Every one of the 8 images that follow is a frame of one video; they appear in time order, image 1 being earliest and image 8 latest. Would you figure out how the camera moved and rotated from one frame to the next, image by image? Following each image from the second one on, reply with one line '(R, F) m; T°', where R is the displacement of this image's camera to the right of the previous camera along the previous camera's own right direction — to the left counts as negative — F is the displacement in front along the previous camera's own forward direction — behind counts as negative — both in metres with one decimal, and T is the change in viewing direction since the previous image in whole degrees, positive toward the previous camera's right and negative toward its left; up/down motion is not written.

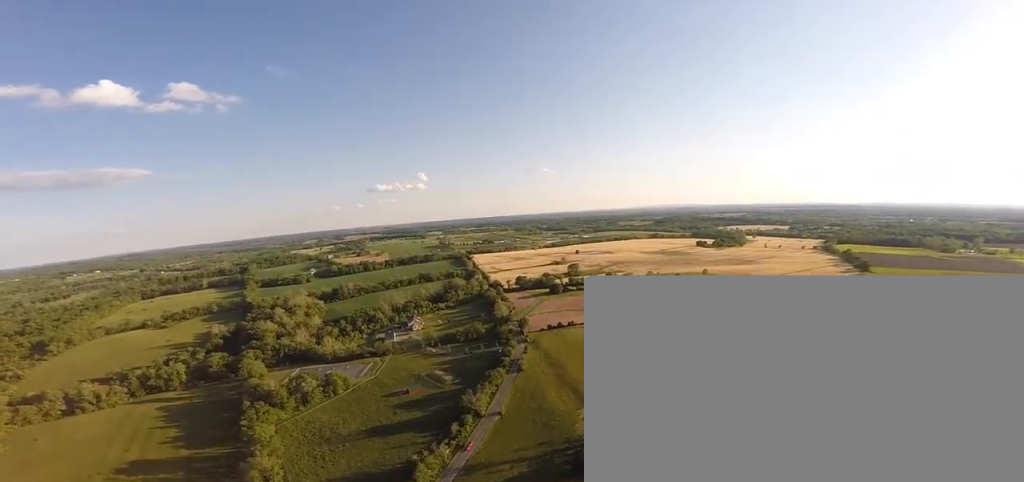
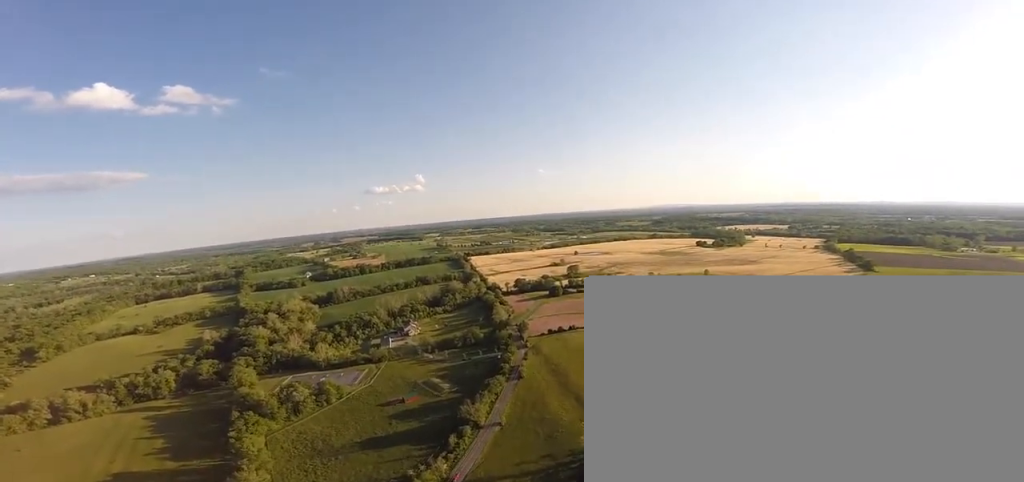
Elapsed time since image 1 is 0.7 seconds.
(0.0, +8.1) m; 0°
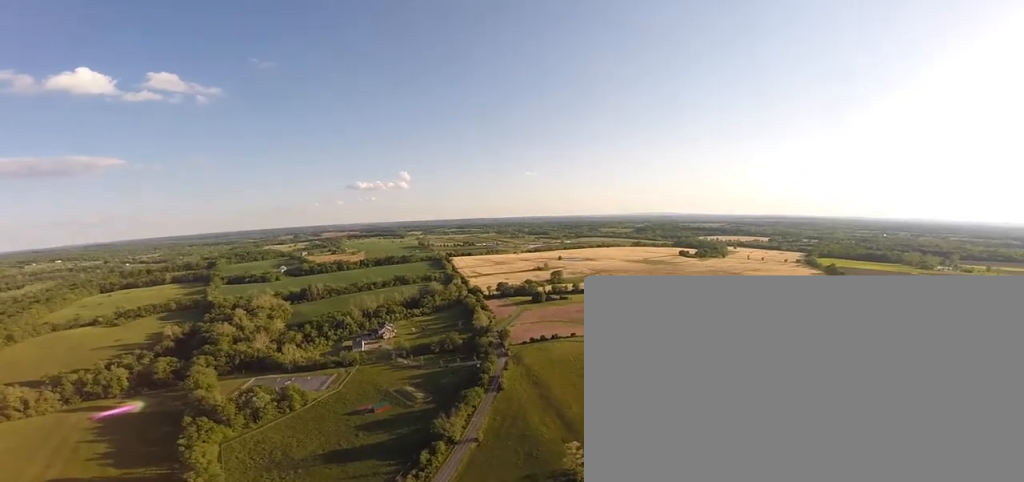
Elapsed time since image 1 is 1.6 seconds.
(-0.1, +12.5) m; -1°
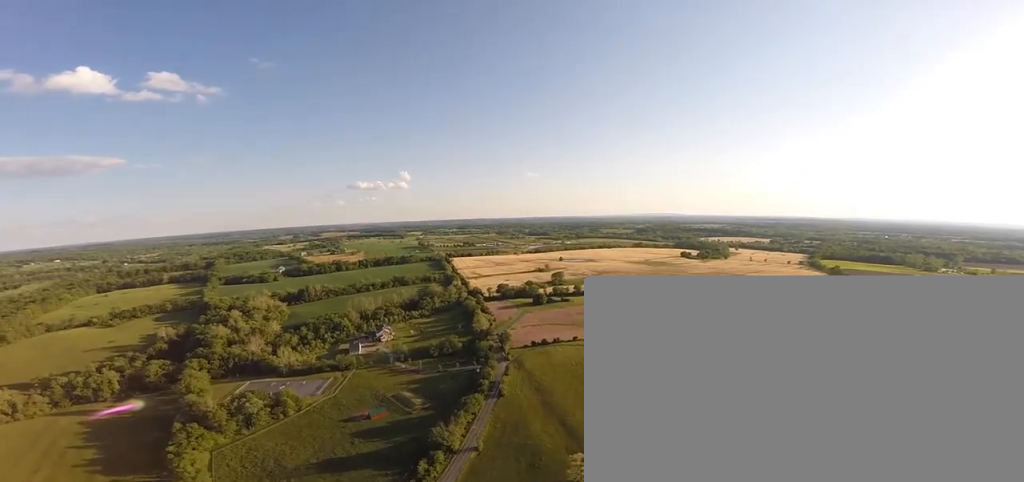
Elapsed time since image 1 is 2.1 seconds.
(-0.1, +8.3) m; 0°
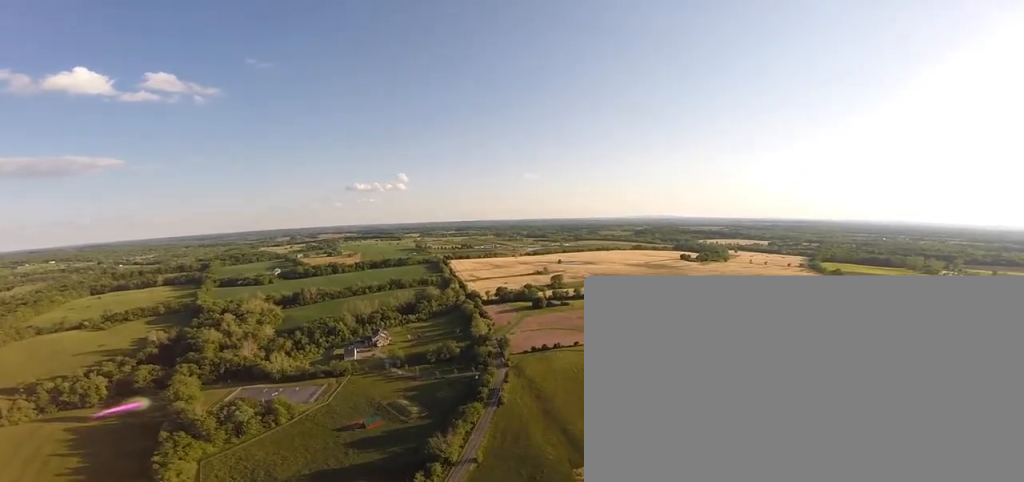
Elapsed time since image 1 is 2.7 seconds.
(0.0, +8.8) m; -1°
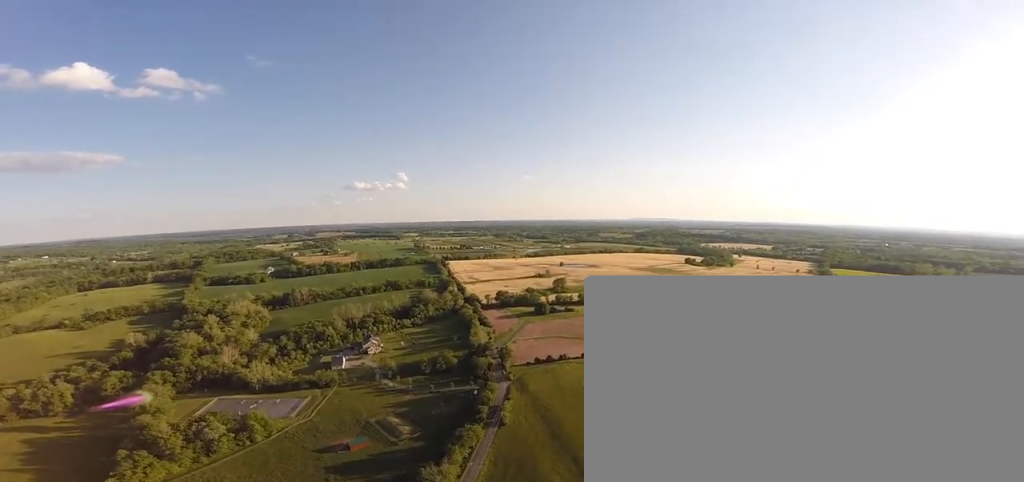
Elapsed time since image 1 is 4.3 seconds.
(-0.4, +24.9) m; -2°
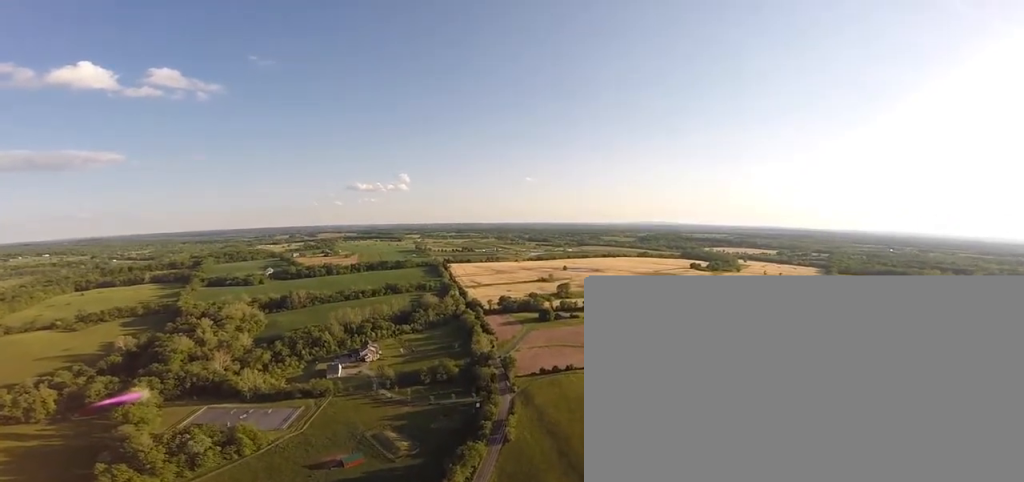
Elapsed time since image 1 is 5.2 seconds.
(0.0, +13.6) m; +1°
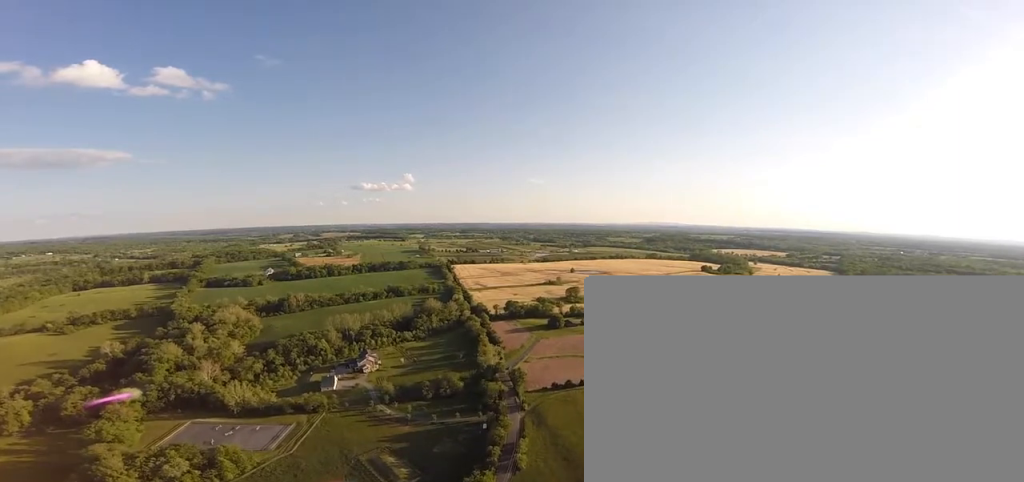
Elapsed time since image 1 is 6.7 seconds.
(+0.3, +16.9) m; 0°
